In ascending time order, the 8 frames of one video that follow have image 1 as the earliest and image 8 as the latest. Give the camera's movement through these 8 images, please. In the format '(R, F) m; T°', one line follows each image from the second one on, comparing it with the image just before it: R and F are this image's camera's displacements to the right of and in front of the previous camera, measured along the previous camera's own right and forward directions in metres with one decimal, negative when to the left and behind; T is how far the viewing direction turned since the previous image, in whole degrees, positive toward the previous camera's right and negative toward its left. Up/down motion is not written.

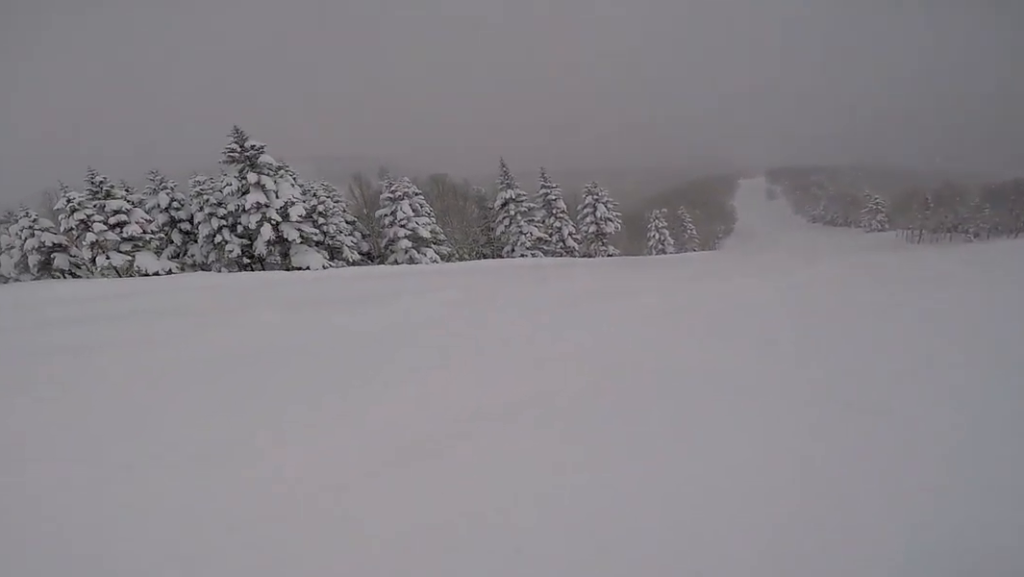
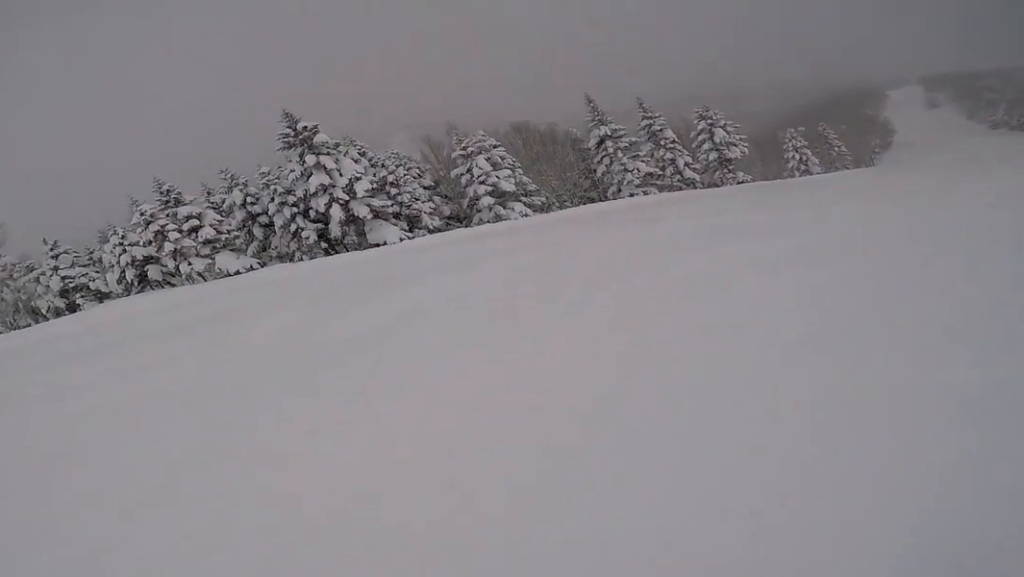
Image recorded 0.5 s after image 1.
(0.0, +2.1) m; -16°
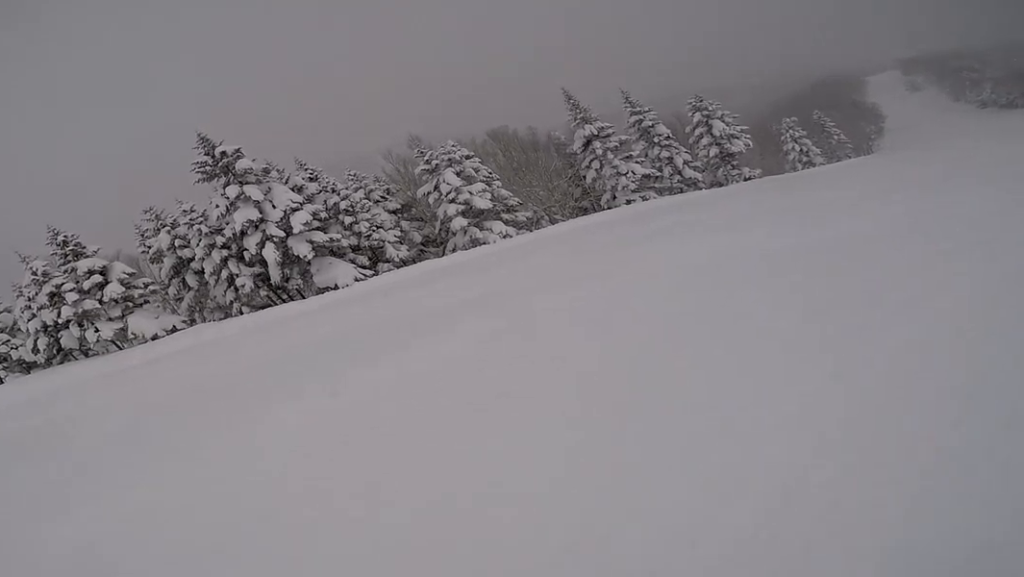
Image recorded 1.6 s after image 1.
(-1.2, +5.2) m; +3°
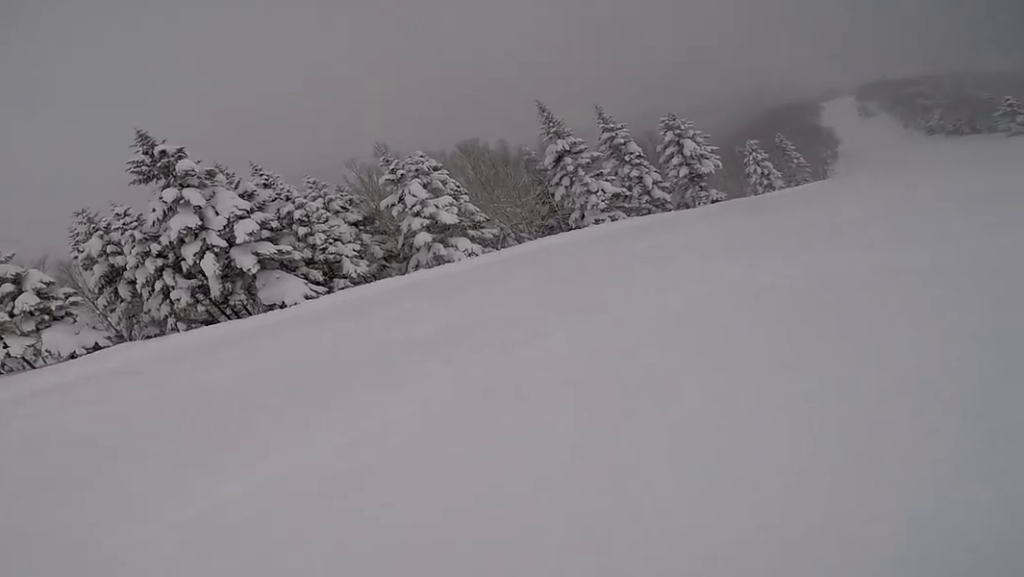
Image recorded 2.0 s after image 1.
(+0.4, +1.9) m; +13°
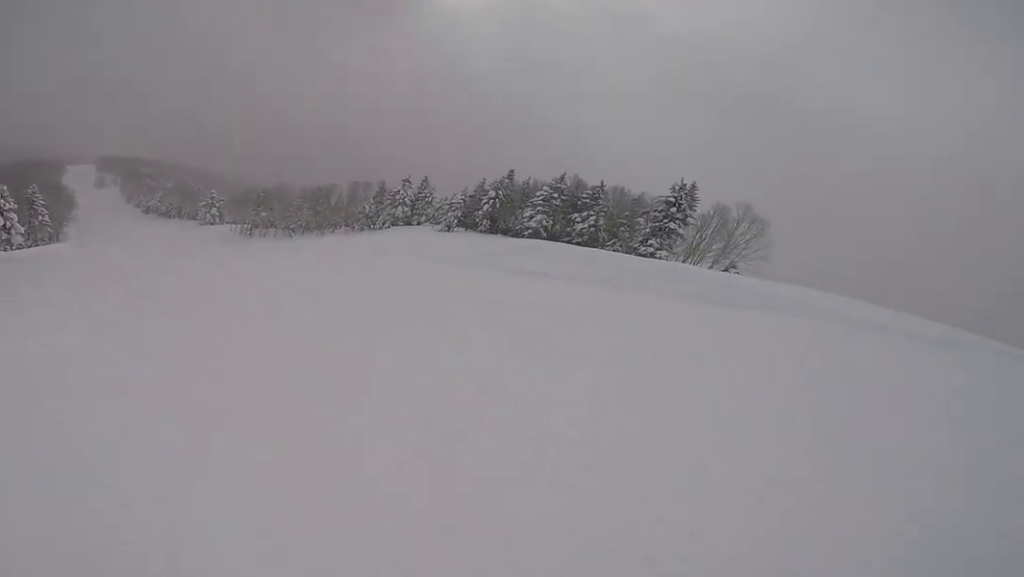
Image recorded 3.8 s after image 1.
(+3.7, +7.6) m; +50°
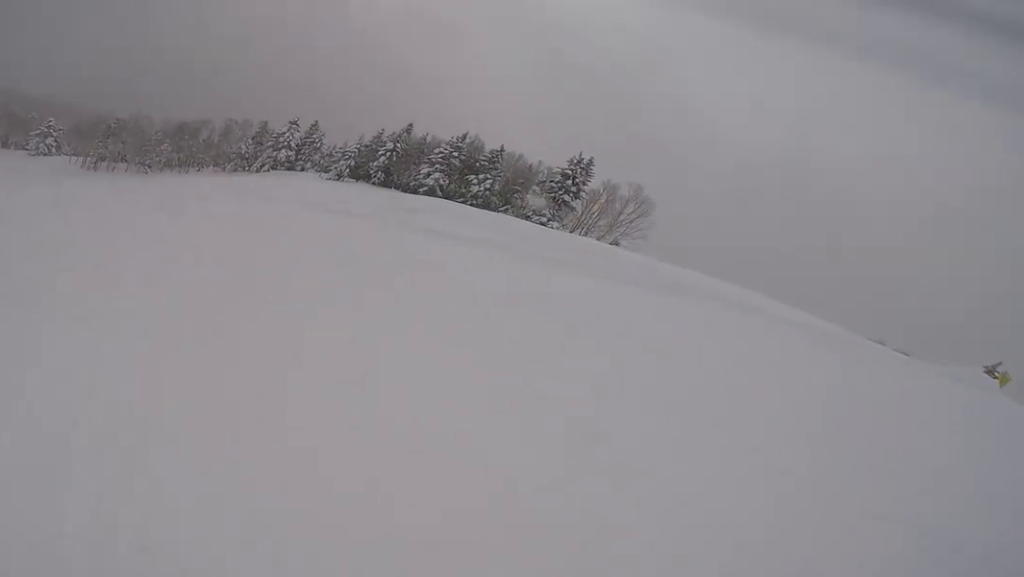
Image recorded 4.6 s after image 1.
(+0.6, +4.4) m; +23°
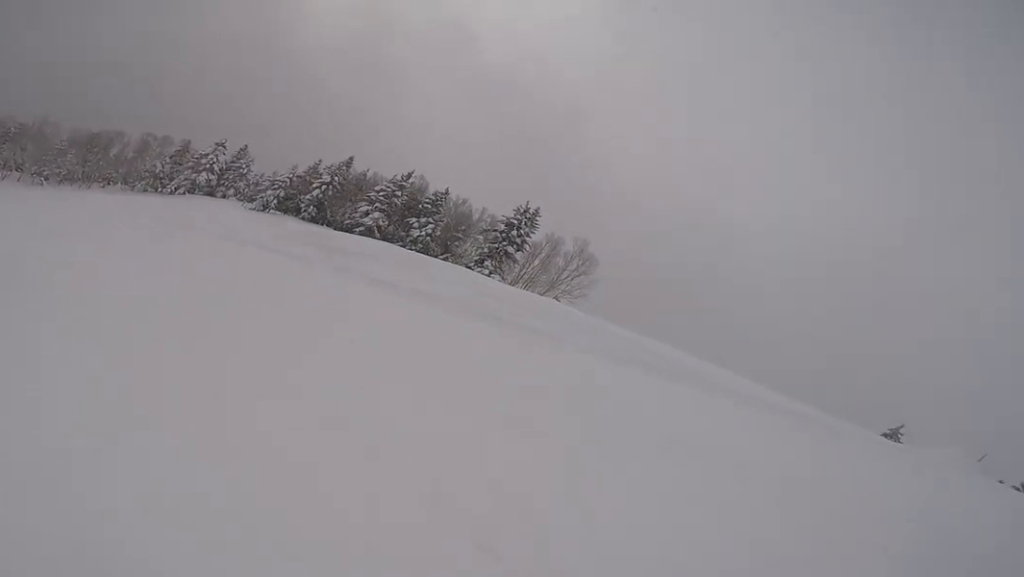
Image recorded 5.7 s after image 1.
(+1.4, +5.9) m; +2°
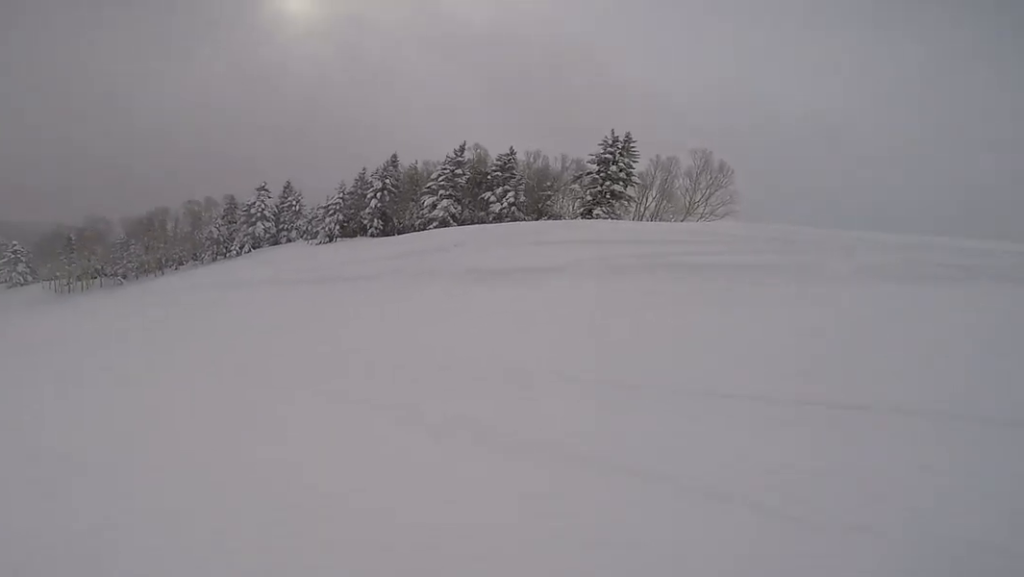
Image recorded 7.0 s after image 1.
(-2.0, +7.3) m; -30°
